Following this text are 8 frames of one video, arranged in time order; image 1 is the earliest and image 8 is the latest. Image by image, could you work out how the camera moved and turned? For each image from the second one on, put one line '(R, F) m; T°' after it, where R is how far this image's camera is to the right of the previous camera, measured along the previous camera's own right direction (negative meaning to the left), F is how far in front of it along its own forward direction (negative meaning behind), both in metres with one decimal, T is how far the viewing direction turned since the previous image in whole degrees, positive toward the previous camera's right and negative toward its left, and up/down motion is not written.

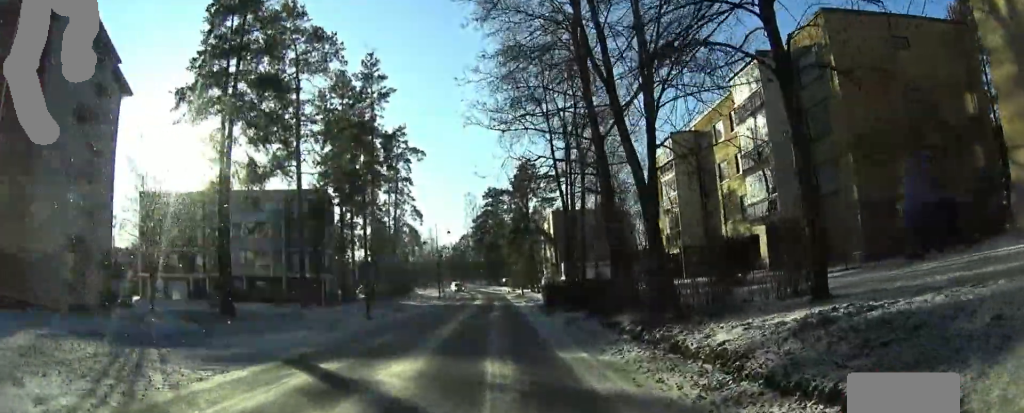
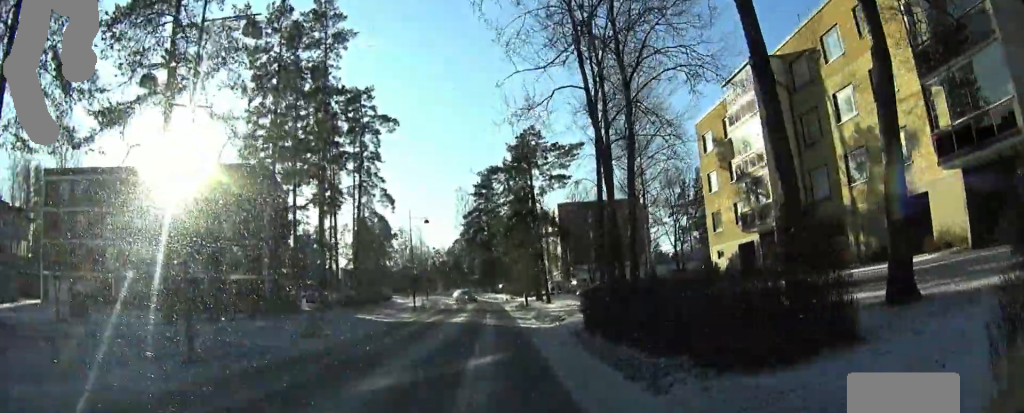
(-0.5, +17.9) m; +3°
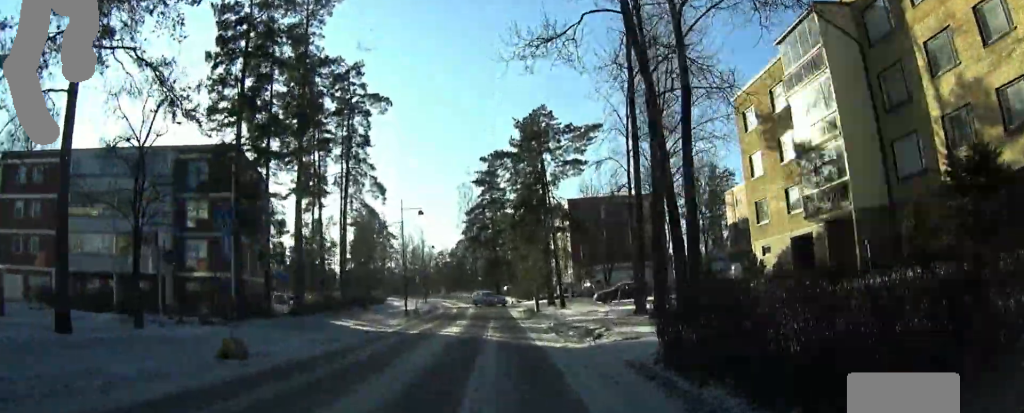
(+0.3, +7.2) m; -1°
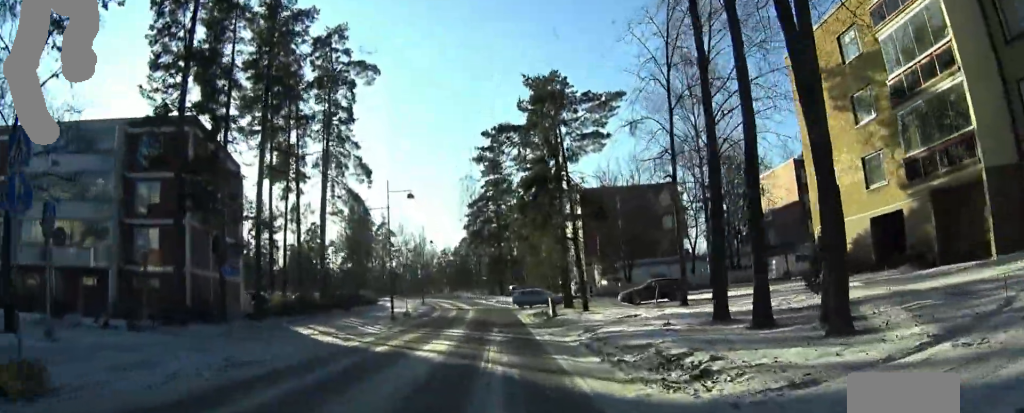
(+0.1, +7.8) m; -1°
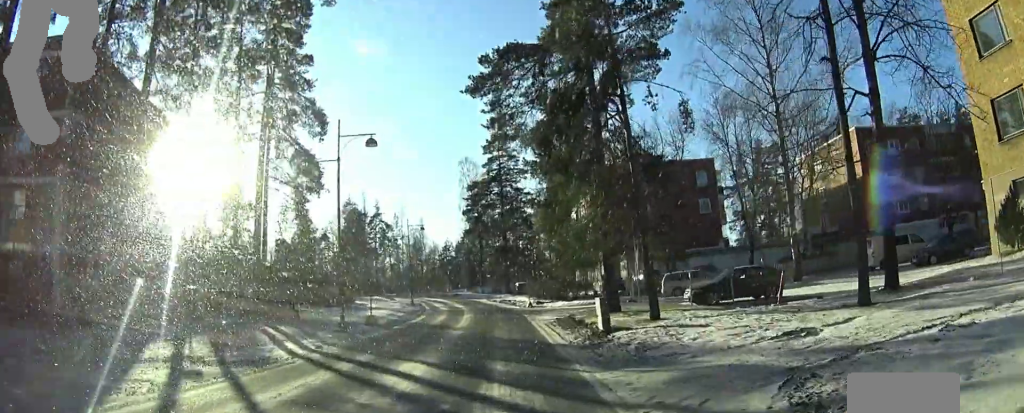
(-0.5, +13.0) m; 0°
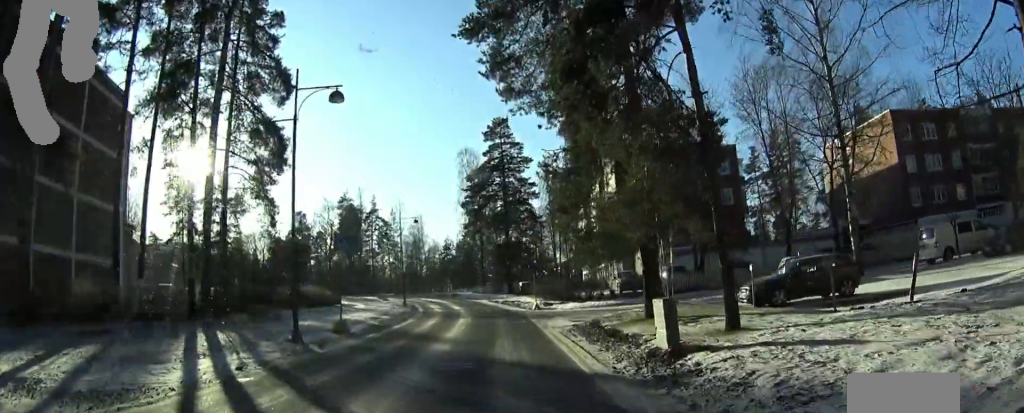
(+0.5, +5.9) m; 0°
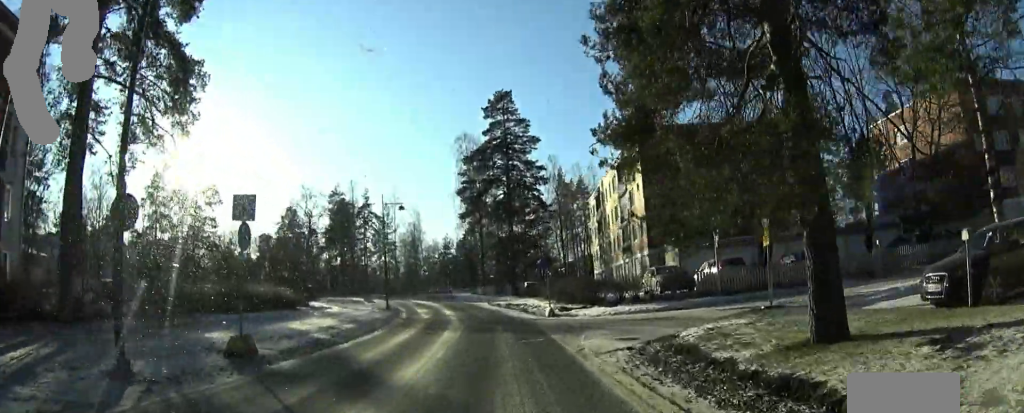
(-0.7, +9.3) m; 0°
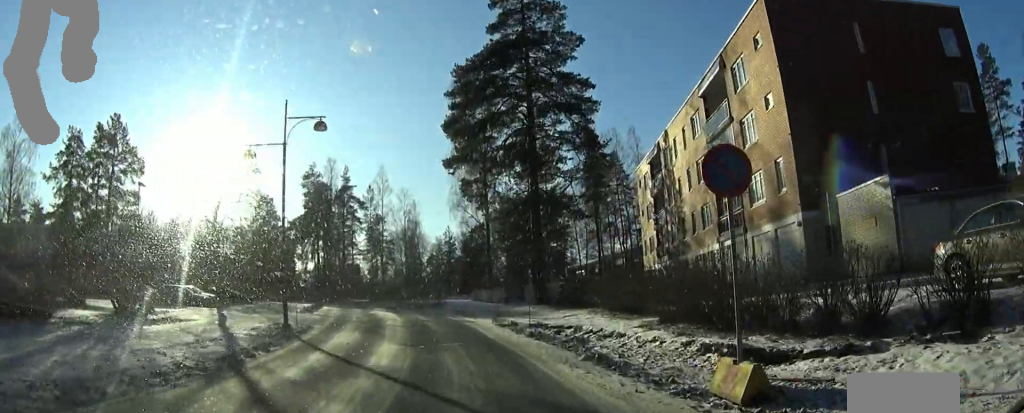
(-0.1, +22.9) m; -3°
